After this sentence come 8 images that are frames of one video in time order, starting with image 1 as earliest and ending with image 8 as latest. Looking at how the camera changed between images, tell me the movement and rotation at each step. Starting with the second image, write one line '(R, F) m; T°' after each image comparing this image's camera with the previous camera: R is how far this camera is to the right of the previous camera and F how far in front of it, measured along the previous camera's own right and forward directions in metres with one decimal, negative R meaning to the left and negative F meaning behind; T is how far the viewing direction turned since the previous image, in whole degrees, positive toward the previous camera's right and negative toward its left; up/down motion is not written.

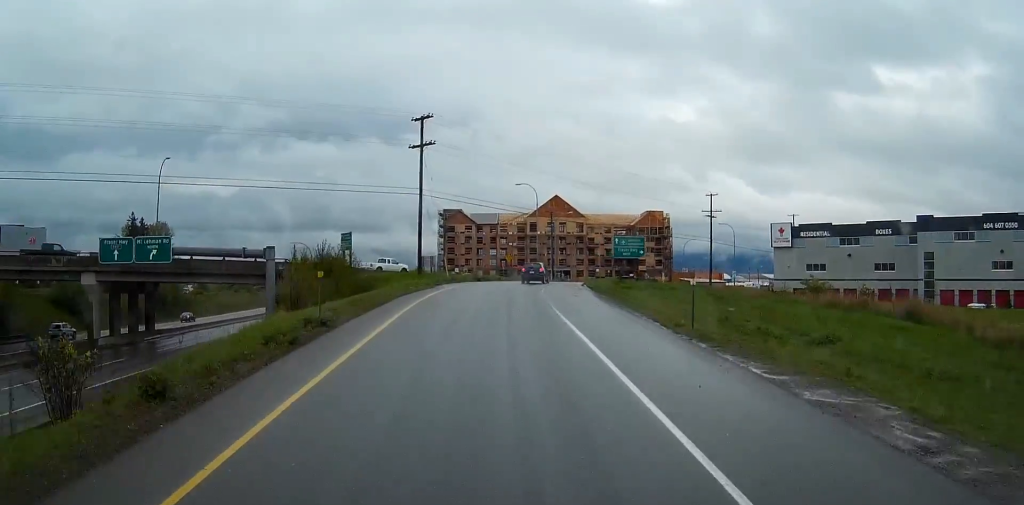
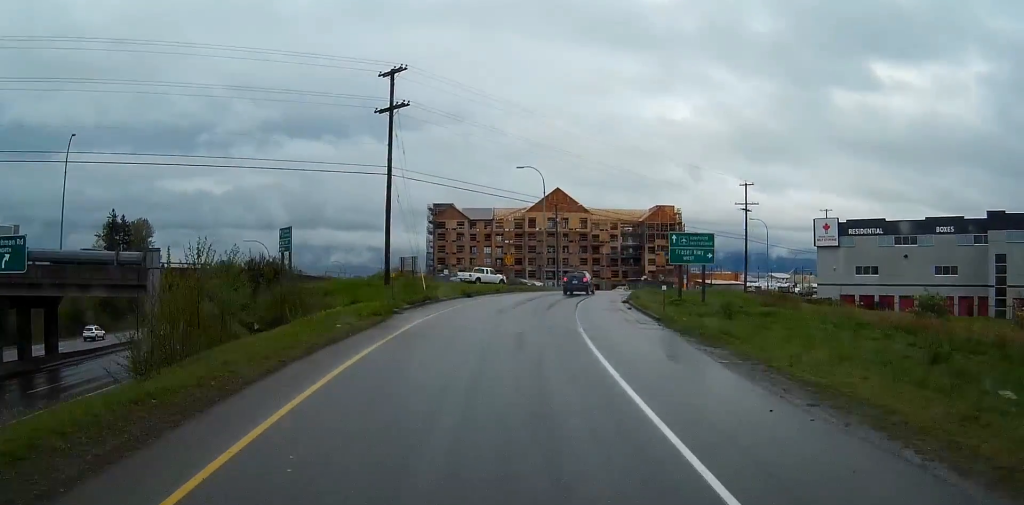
(+0.1, +17.5) m; +1°
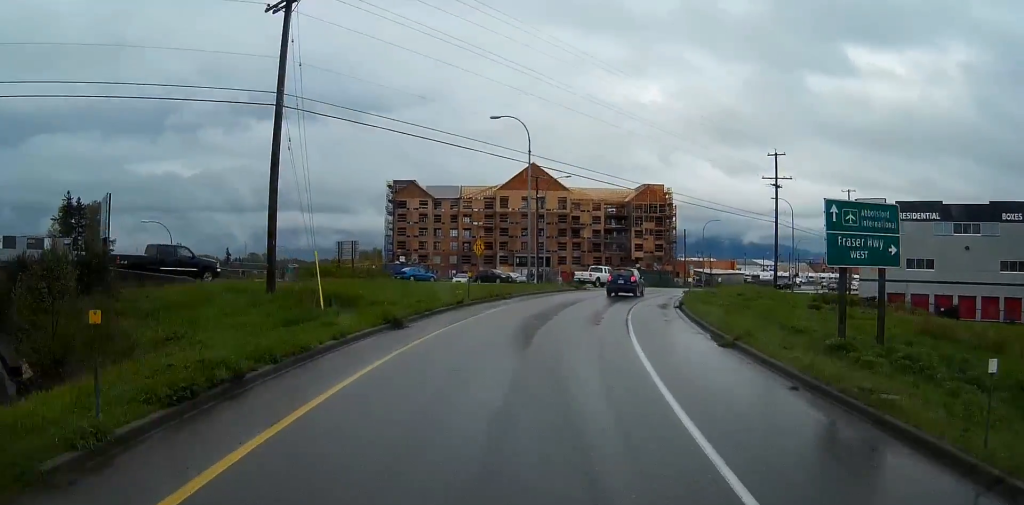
(+0.4, +19.1) m; +4°
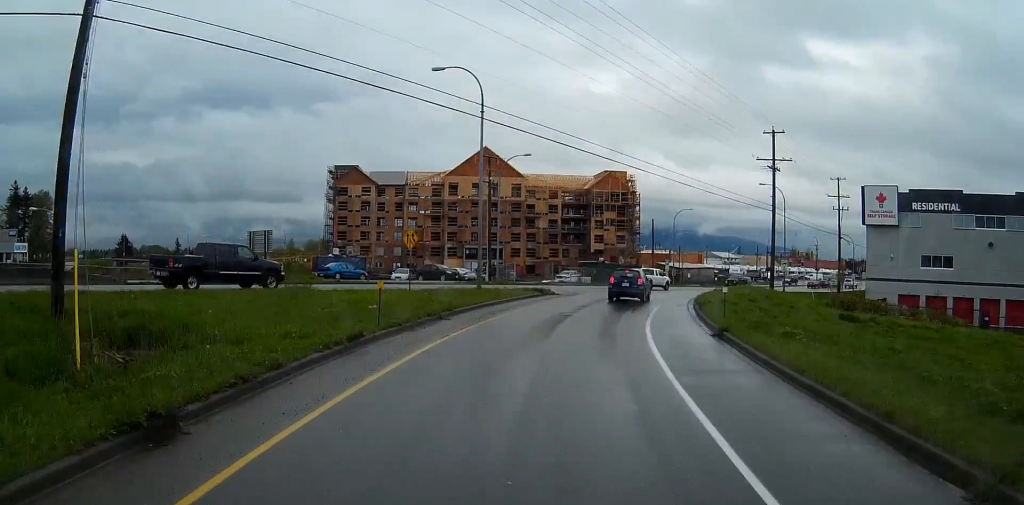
(+0.3, +11.2) m; +5°
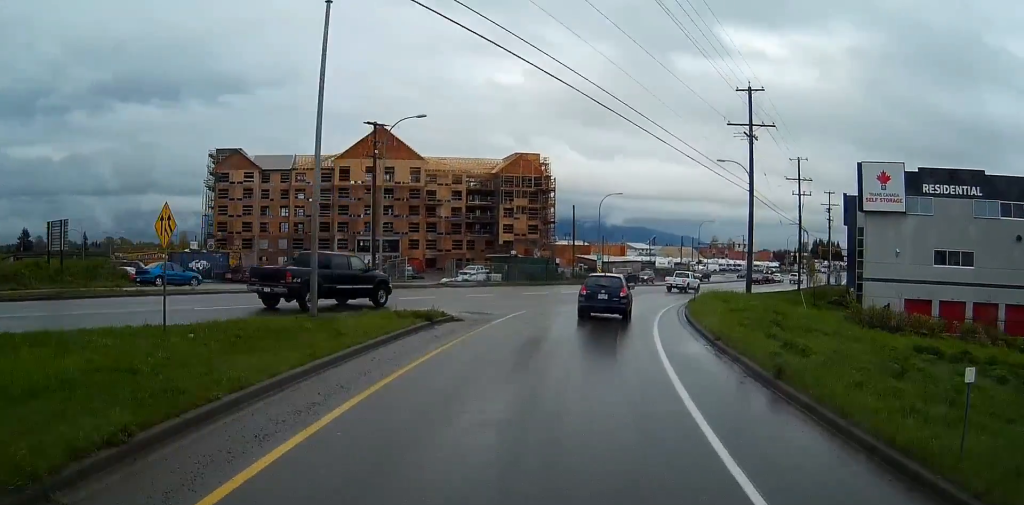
(+1.2, +15.4) m; +8°
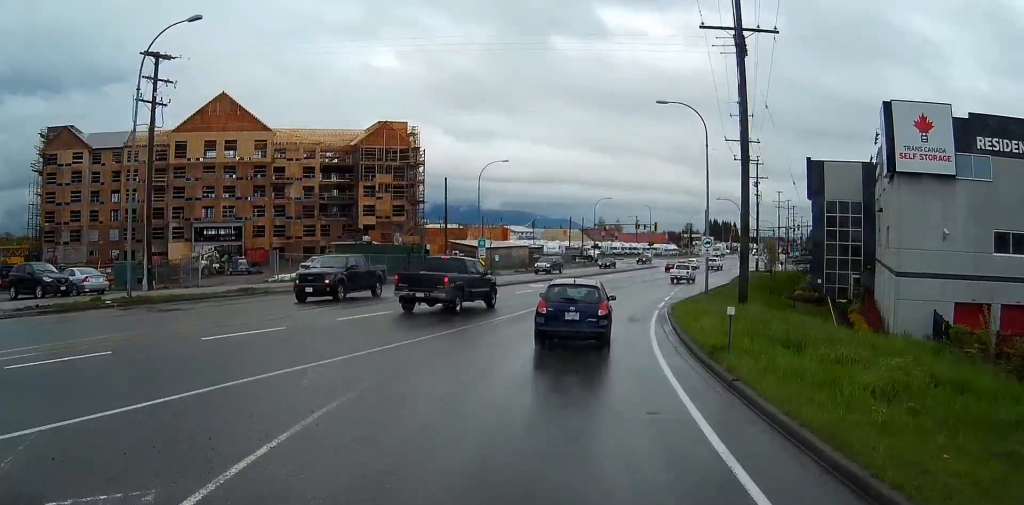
(+1.8, +19.5) m; +10°
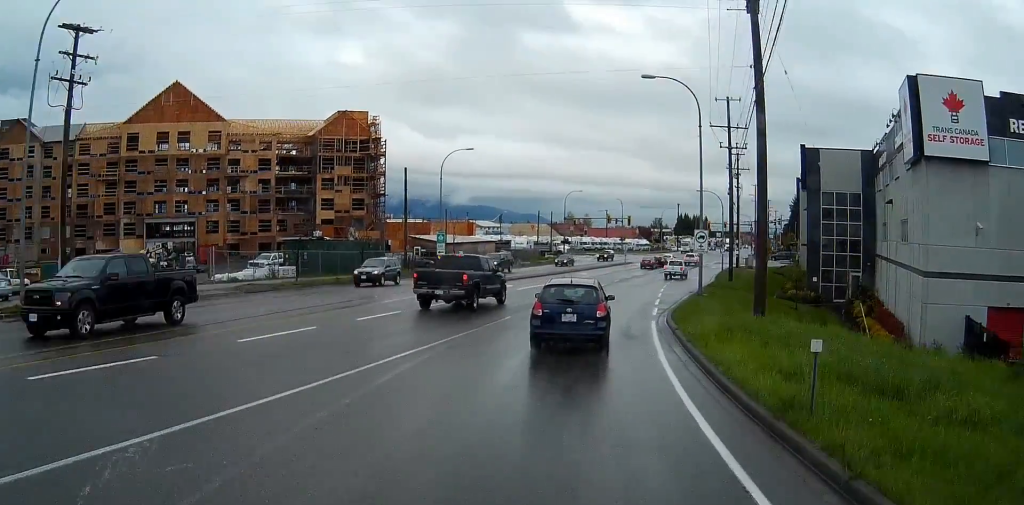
(+0.2, +5.8) m; +3°
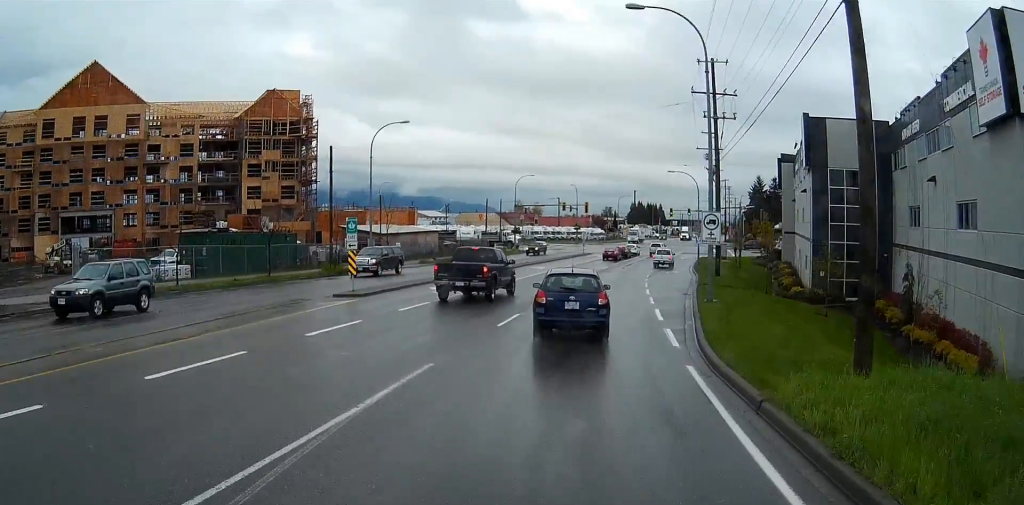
(+0.3, +10.1) m; +4°
